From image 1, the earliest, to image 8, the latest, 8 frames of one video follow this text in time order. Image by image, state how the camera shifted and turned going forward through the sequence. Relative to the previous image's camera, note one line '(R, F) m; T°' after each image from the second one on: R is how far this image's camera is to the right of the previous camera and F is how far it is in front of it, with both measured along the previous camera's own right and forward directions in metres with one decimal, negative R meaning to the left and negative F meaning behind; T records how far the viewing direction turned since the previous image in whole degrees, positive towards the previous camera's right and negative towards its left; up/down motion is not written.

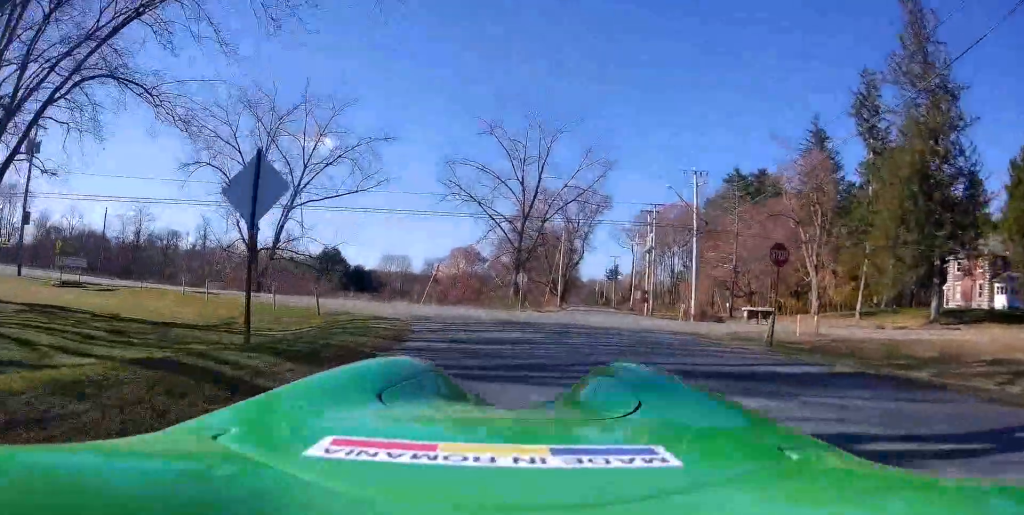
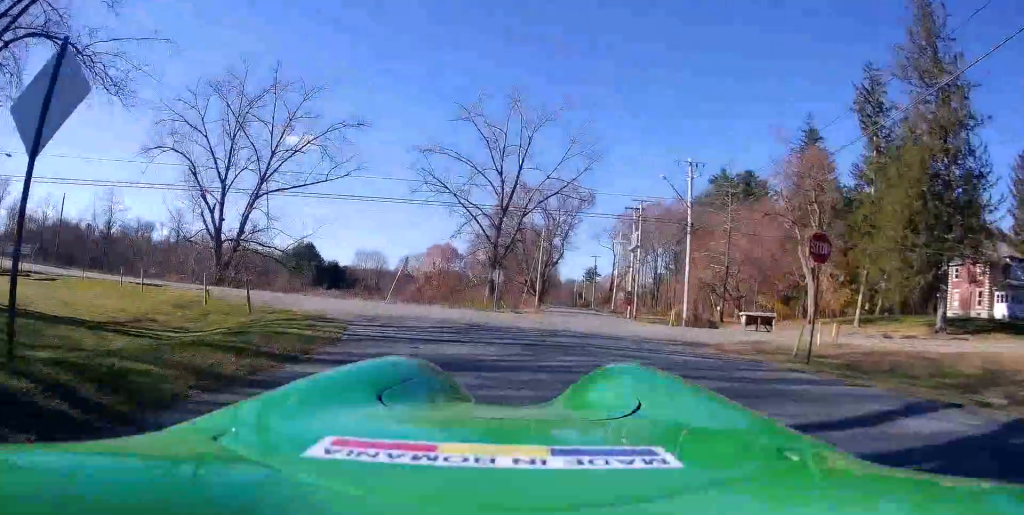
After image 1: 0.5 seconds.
(+0.2, +3.5) m; +1°
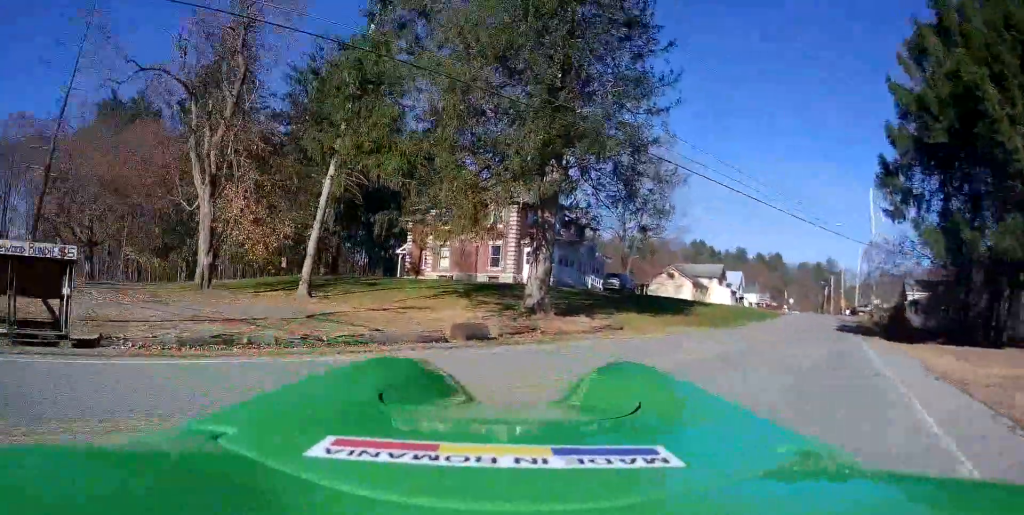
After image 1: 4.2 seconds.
(+8.0, +22.7) m; +58°
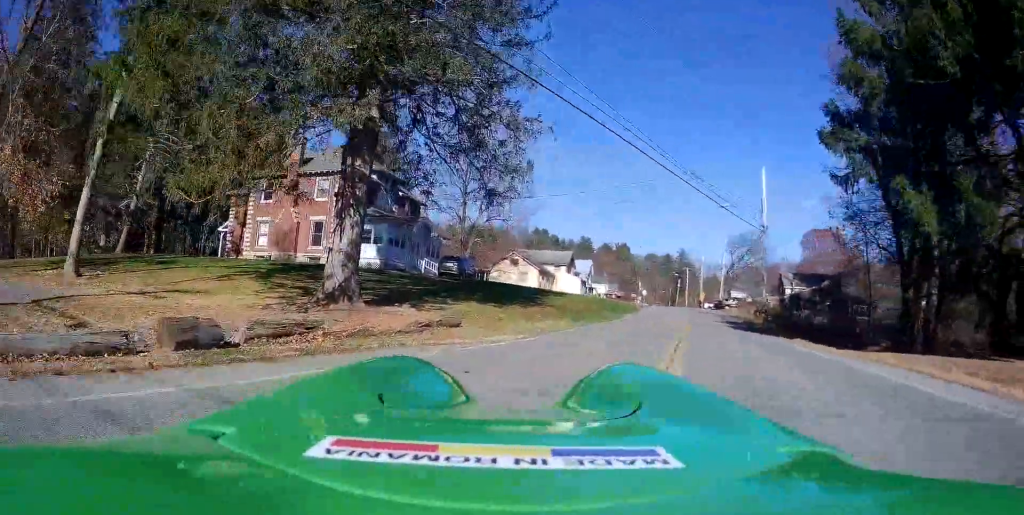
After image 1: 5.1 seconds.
(+1.5, +4.7) m; +21°
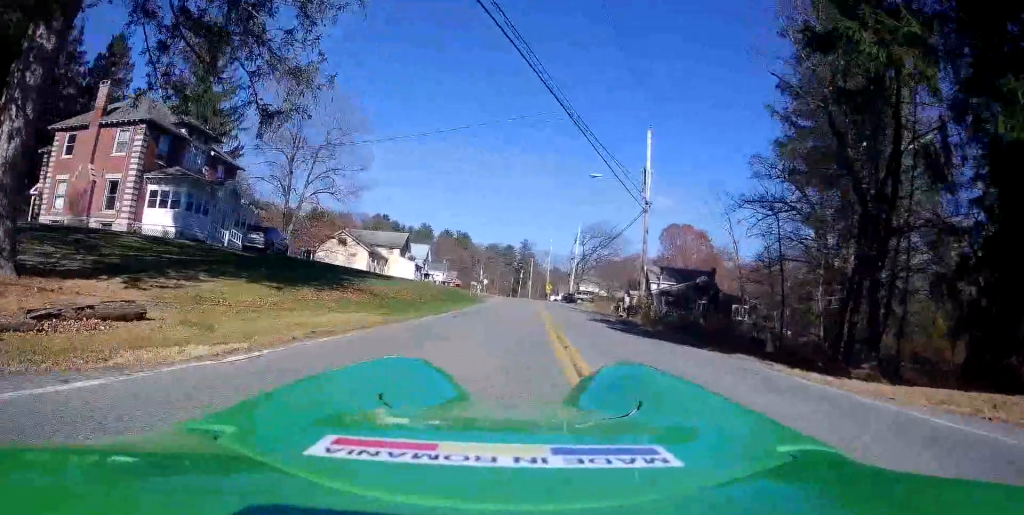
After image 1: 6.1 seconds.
(+1.1, +6.9) m; +13°
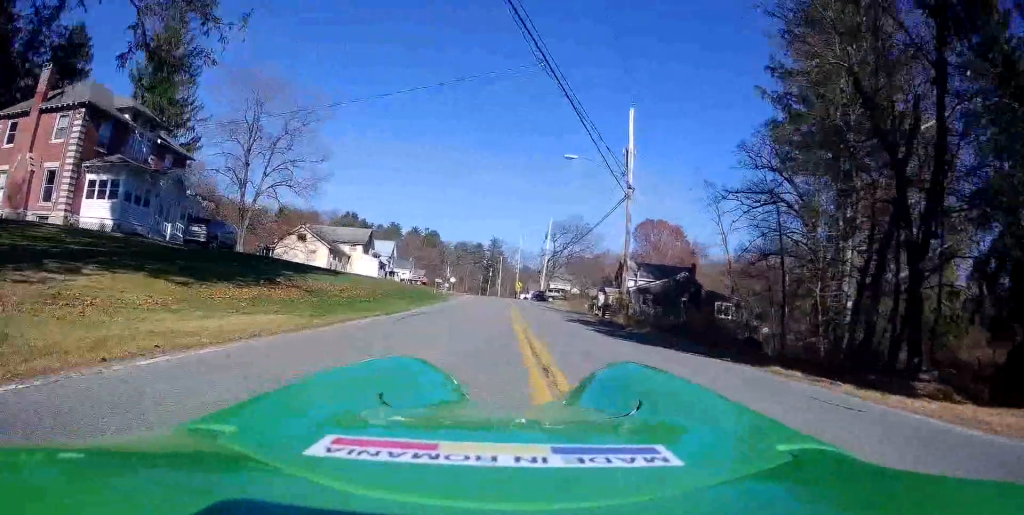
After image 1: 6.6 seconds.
(-0.1, +3.1) m; +3°
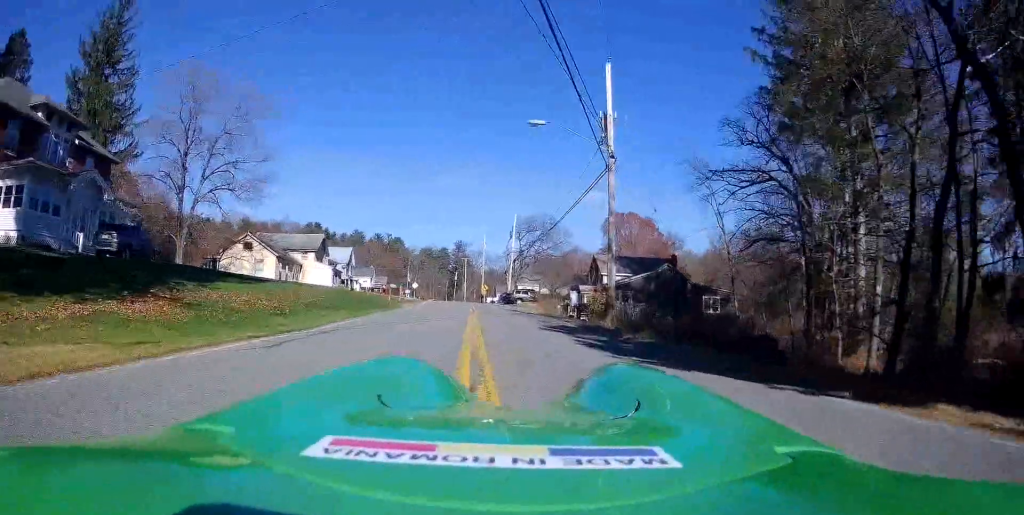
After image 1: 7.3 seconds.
(+0.5, +5.2) m; +4°
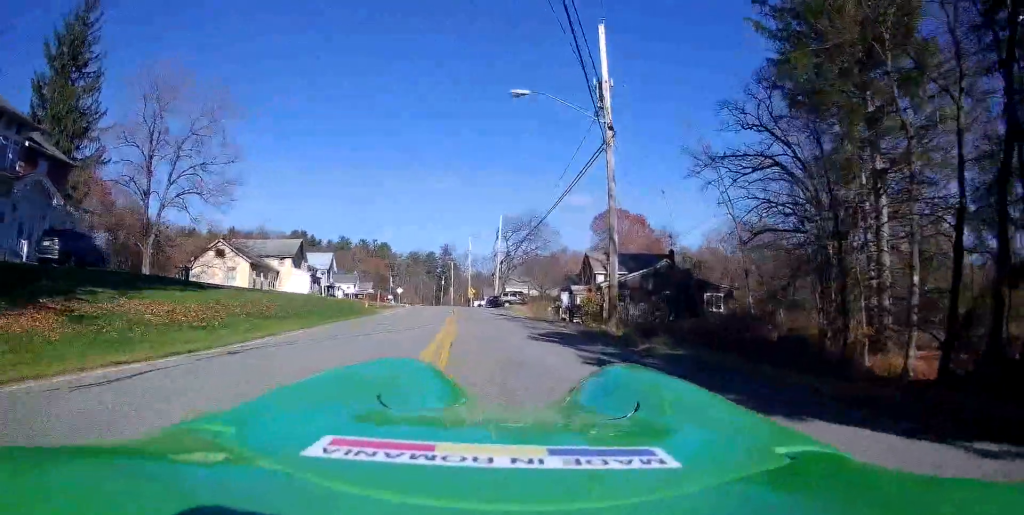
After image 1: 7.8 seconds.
(+0.1, +3.4) m; -1°
